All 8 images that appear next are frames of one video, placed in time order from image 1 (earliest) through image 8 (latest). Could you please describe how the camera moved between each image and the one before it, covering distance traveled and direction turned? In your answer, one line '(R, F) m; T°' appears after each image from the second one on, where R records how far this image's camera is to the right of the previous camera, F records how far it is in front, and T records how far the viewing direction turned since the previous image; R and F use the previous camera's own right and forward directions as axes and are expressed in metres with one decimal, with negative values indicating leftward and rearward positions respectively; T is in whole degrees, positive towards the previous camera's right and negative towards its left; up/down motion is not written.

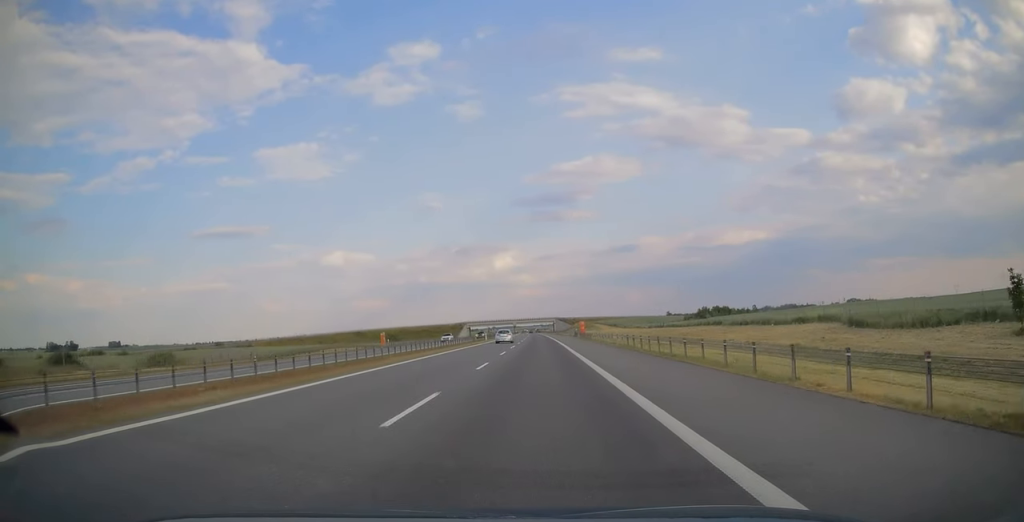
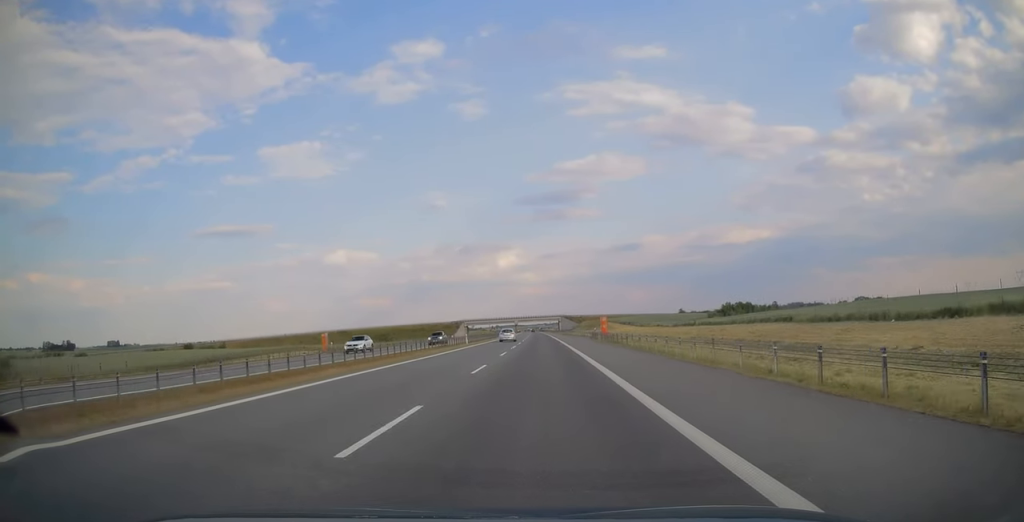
(-0.1, +26.2) m; 0°
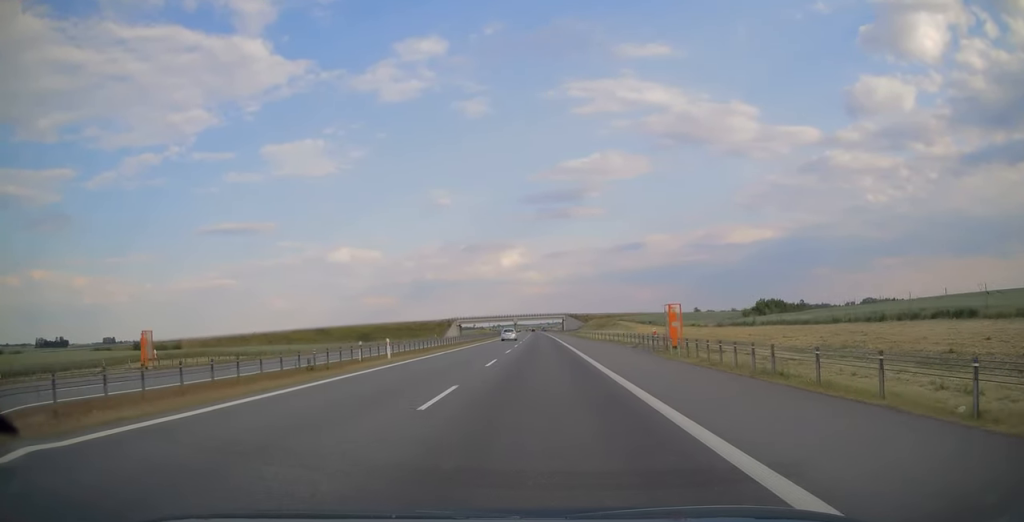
(-0.2, +32.2) m; -1°
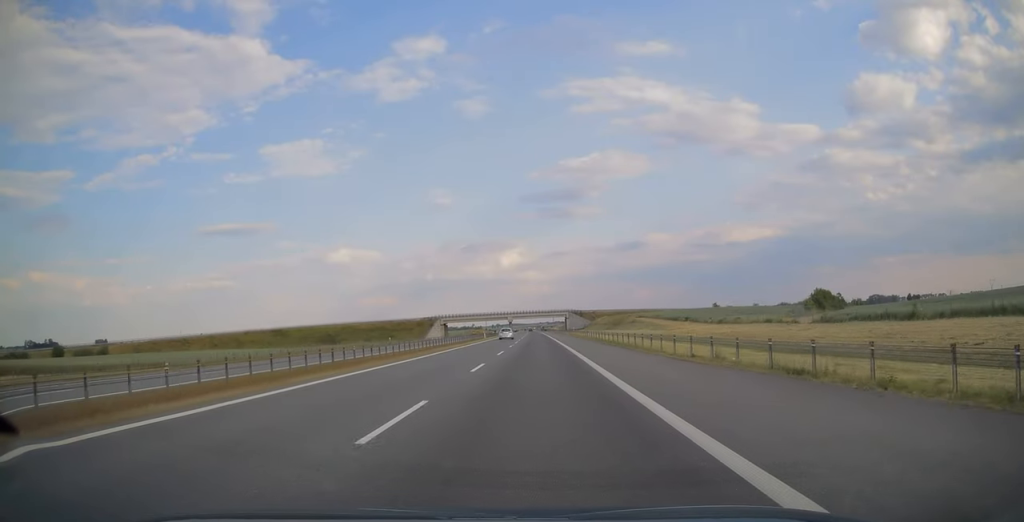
(-0.2, +39.3) m; 0°
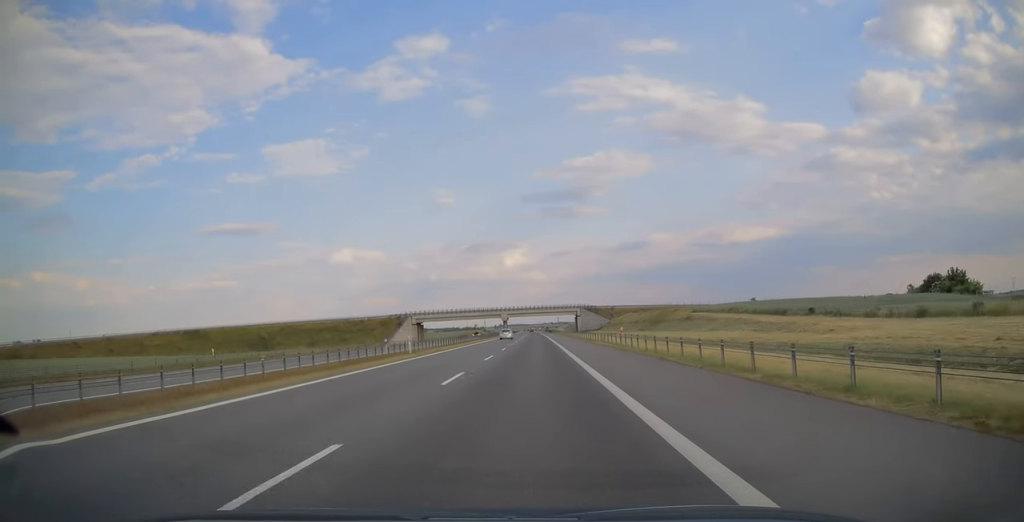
(+0.1, +52.4) m; 0°
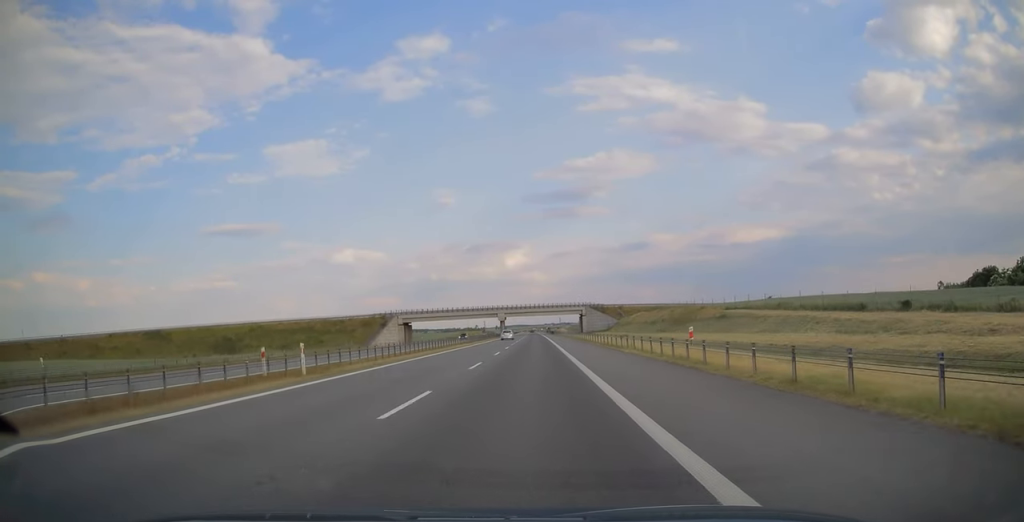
(0.0, +17.4) m; 0°
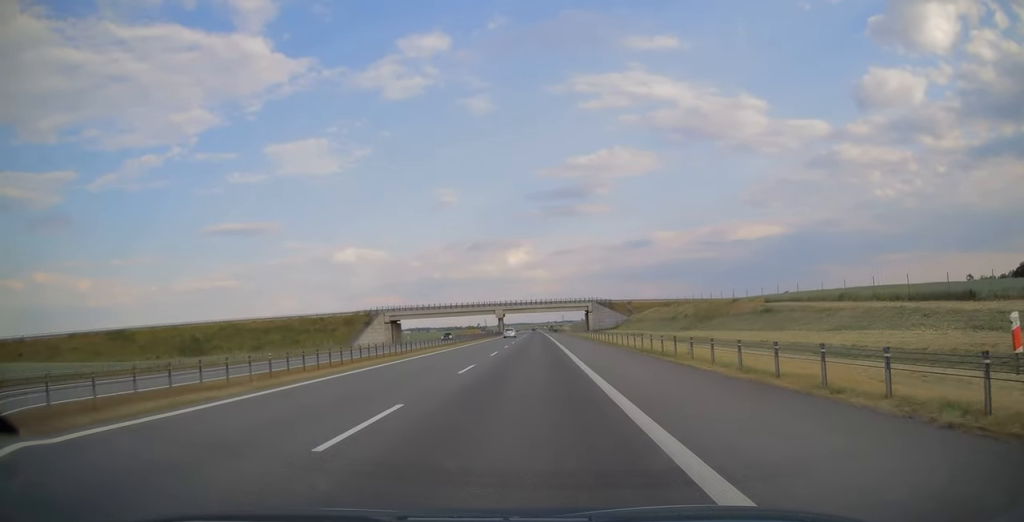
(0.0, +14.7) m; 0°
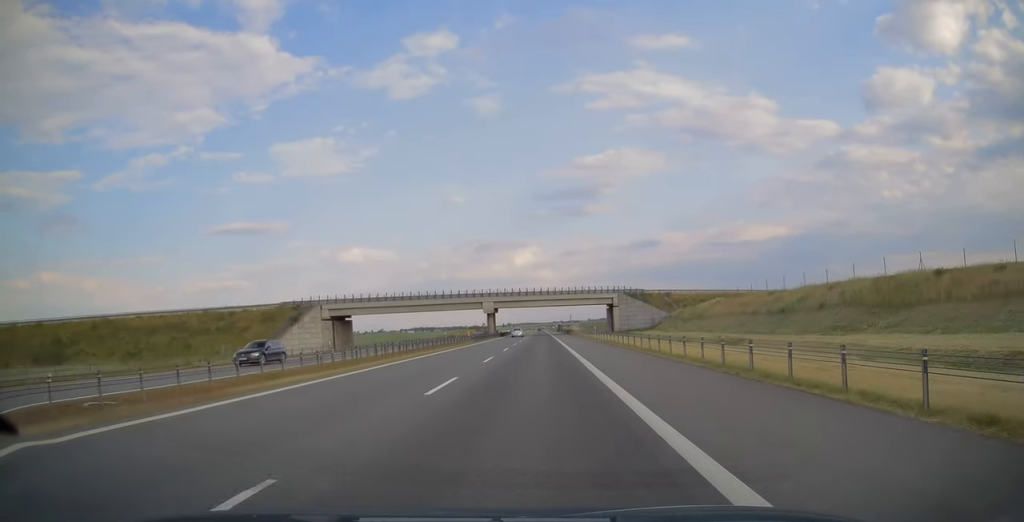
(0.0, +42.1) m; 0°
